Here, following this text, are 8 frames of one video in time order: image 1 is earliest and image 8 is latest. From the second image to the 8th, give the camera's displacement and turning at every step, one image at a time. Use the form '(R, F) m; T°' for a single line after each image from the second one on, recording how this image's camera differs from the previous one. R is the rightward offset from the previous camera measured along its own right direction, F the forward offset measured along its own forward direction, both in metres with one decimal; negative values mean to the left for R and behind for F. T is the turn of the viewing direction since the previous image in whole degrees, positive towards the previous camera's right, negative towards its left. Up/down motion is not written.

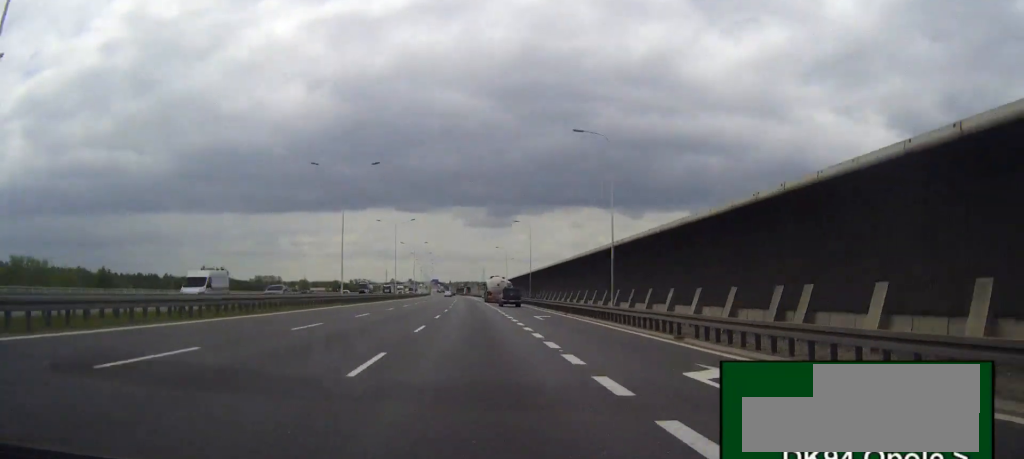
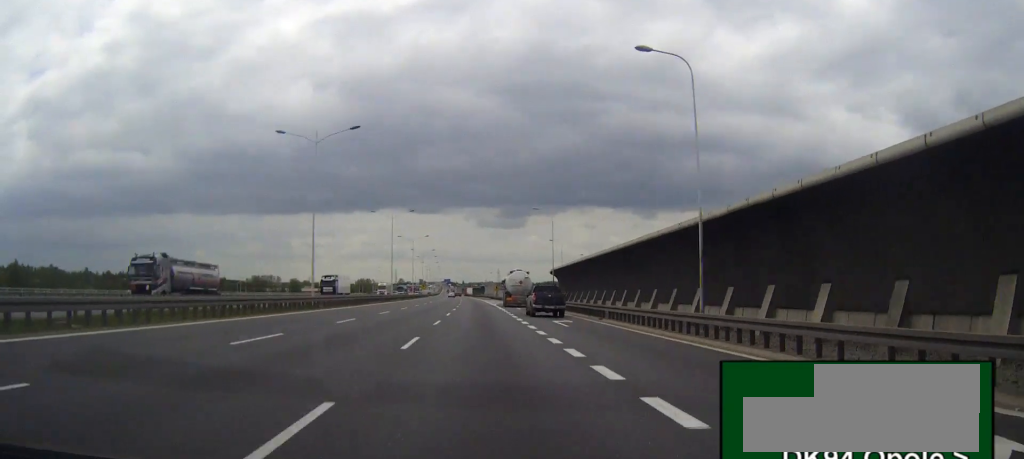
(-0.8, +66.3) m; -1°
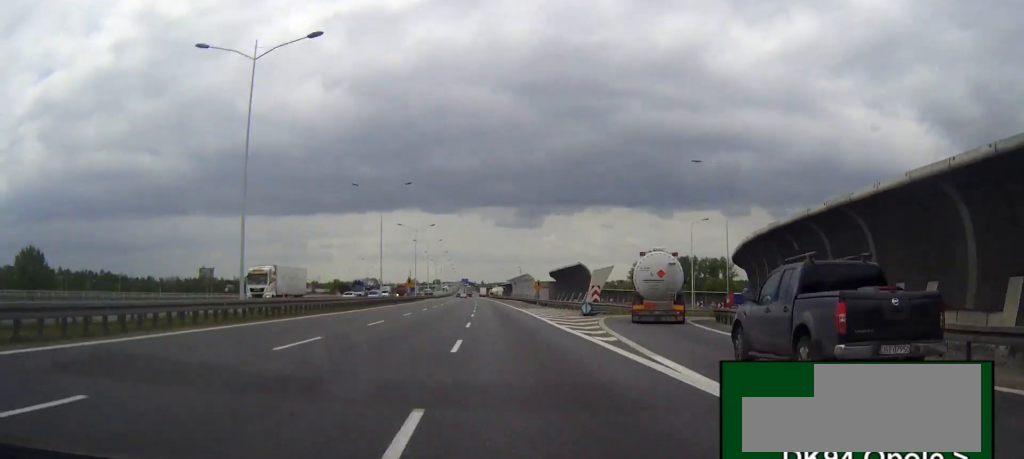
(-0.8, +72.1) m; -1°
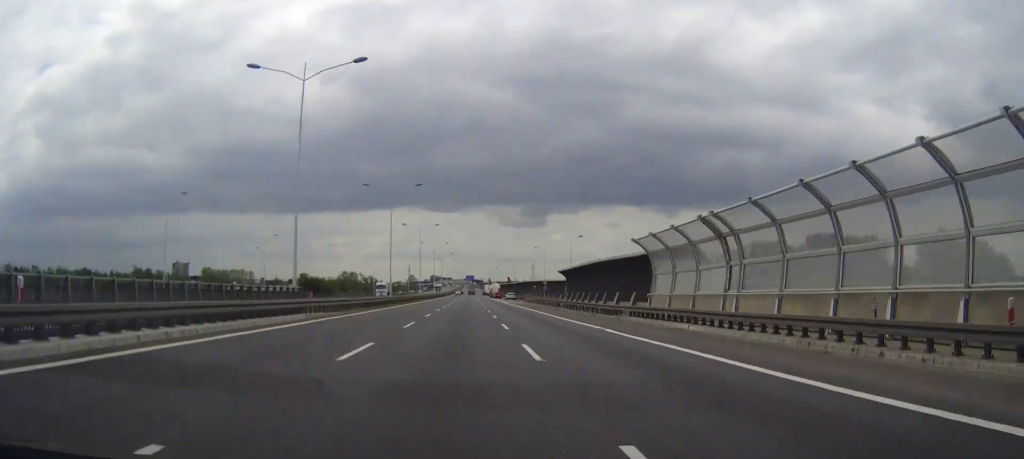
(-0.8, +121.2) m; 0°
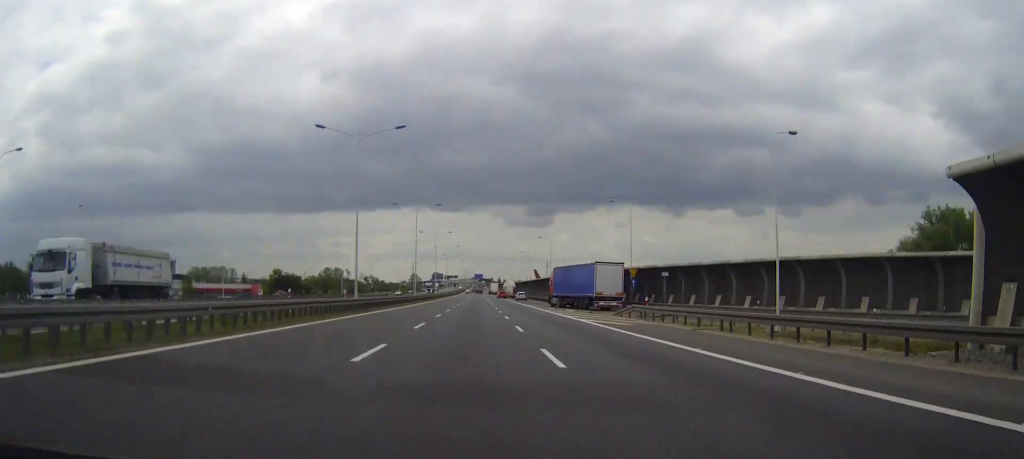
(-0.1, +72.1) m; 0°
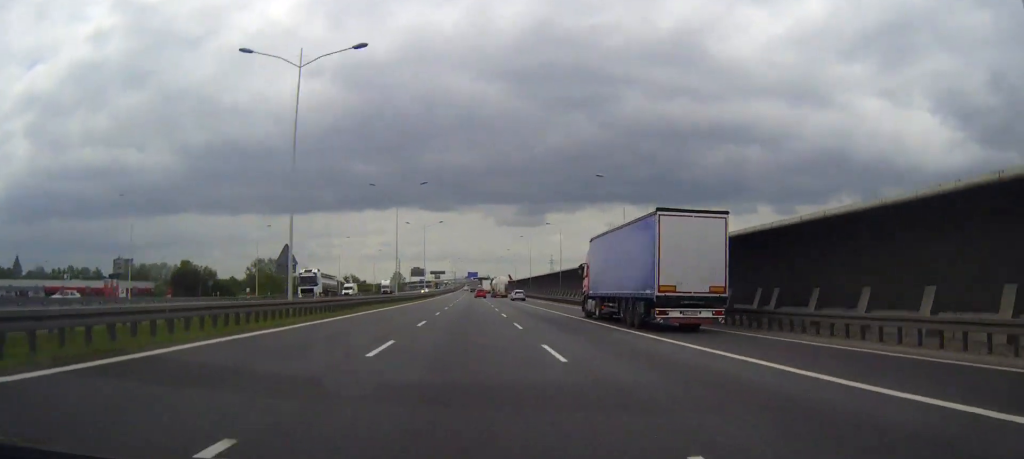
(+0.1, +106.6) m; 0°
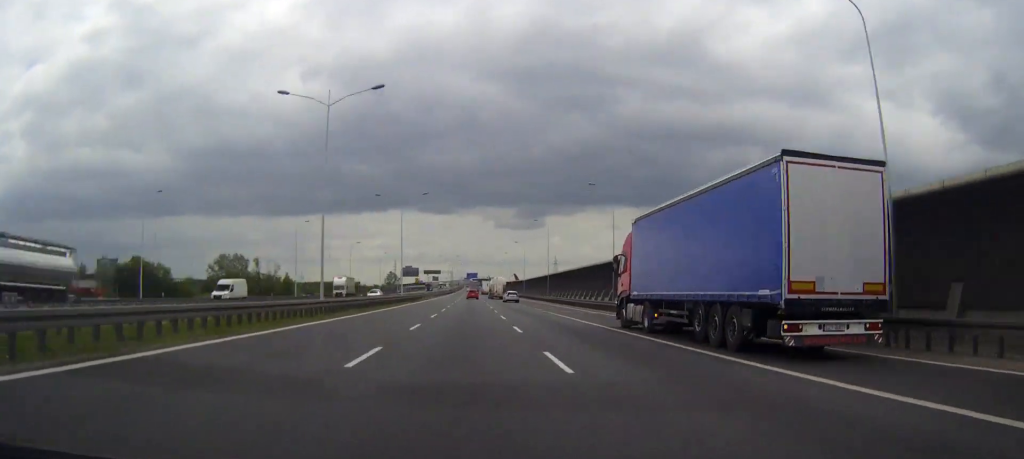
(-0.1, +37.4) m; 0°
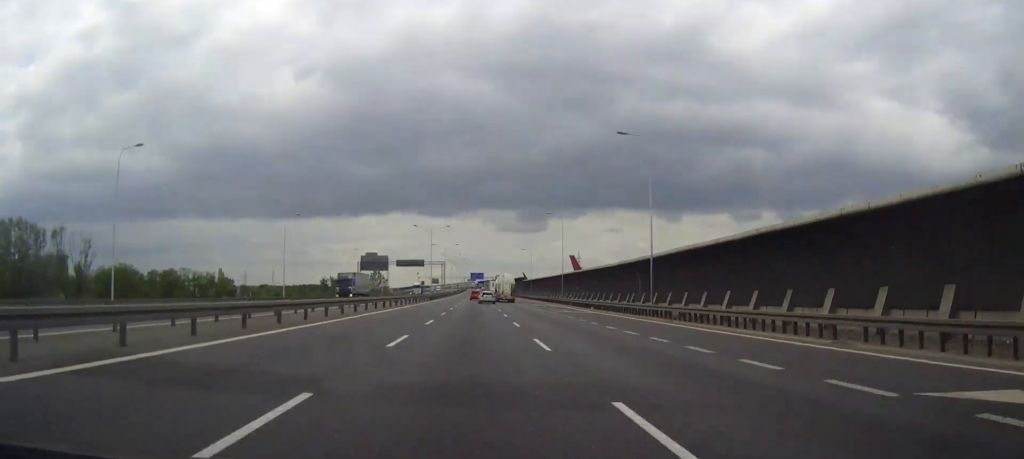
(-0.2, +115.0) m; 0°
